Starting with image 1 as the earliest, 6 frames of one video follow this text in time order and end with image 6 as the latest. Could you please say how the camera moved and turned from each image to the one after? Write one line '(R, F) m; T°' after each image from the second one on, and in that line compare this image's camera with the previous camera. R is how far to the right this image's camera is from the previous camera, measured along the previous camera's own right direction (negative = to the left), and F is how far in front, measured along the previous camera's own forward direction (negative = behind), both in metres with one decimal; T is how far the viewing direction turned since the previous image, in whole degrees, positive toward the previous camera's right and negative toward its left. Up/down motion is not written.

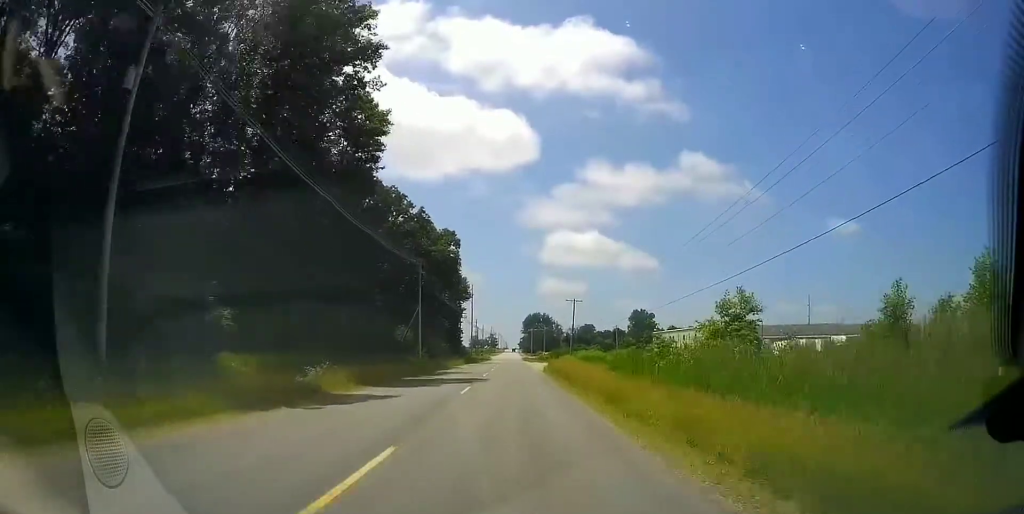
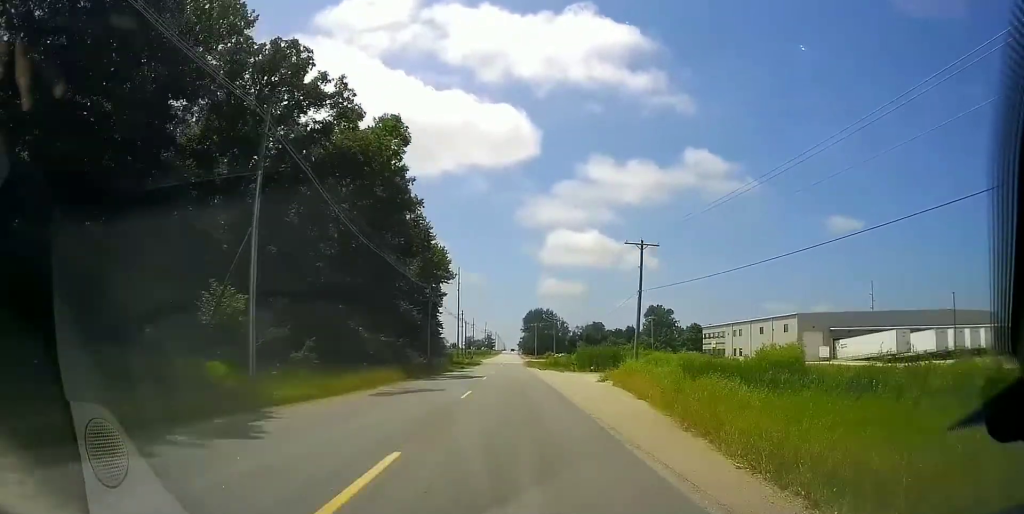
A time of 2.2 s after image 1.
(0.0, +44.9) m; 0°
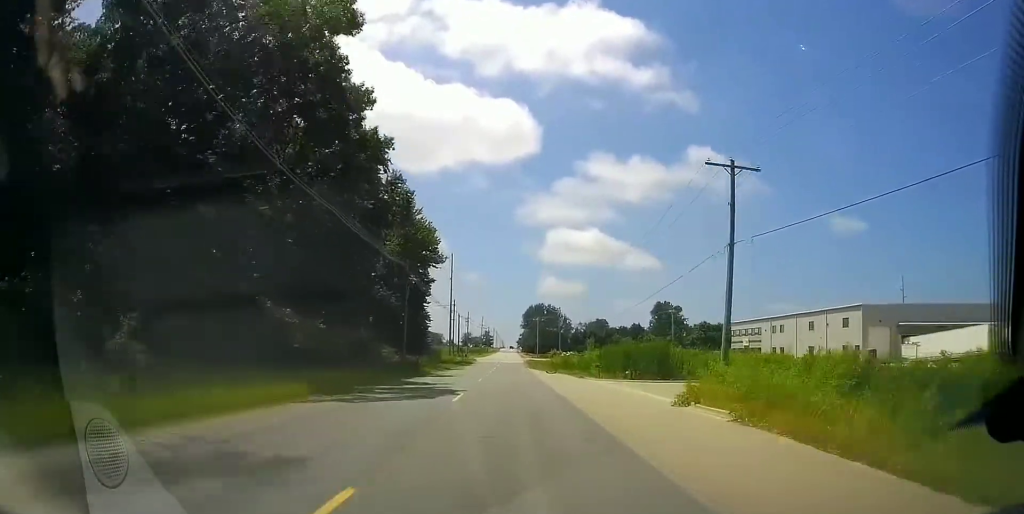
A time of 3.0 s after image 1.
(0.0, +17.7) m; 0°
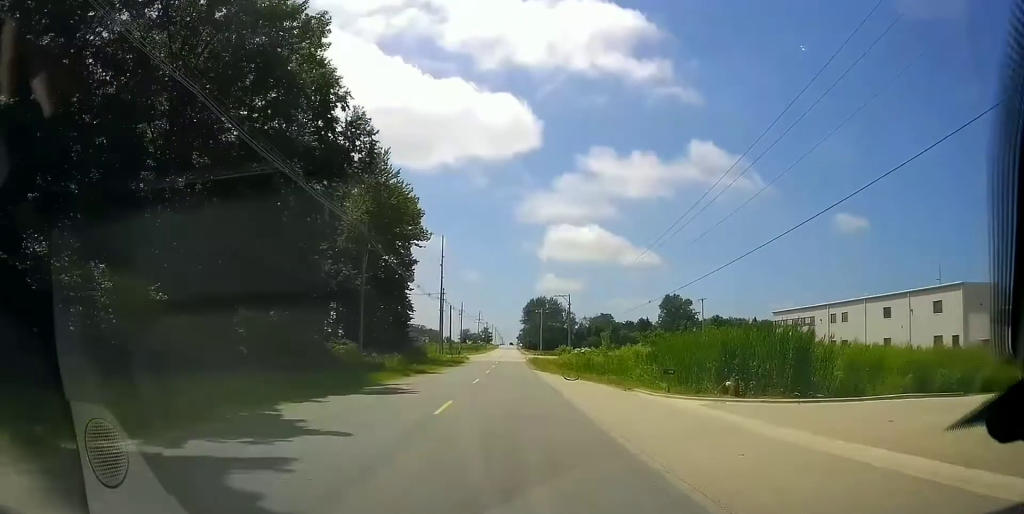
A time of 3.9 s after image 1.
(0.0, +18.5) m; 0°
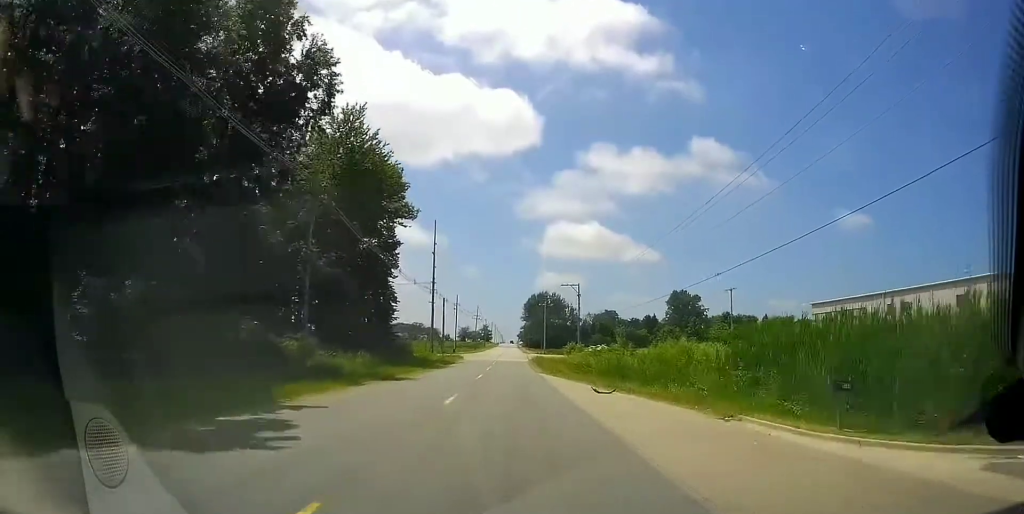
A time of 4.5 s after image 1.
(0.0, +12.9) m; 0°
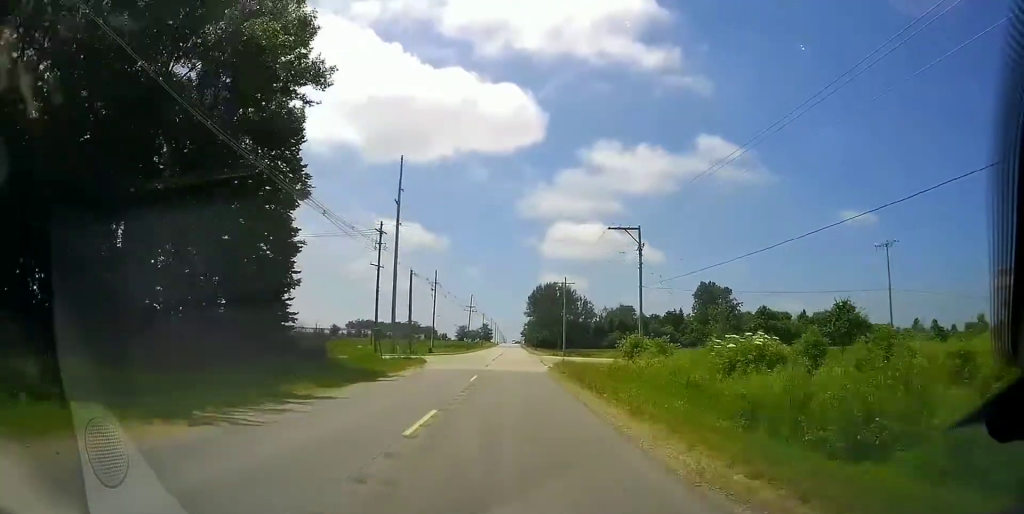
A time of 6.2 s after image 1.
(0.0, +37.6) m; 0°
